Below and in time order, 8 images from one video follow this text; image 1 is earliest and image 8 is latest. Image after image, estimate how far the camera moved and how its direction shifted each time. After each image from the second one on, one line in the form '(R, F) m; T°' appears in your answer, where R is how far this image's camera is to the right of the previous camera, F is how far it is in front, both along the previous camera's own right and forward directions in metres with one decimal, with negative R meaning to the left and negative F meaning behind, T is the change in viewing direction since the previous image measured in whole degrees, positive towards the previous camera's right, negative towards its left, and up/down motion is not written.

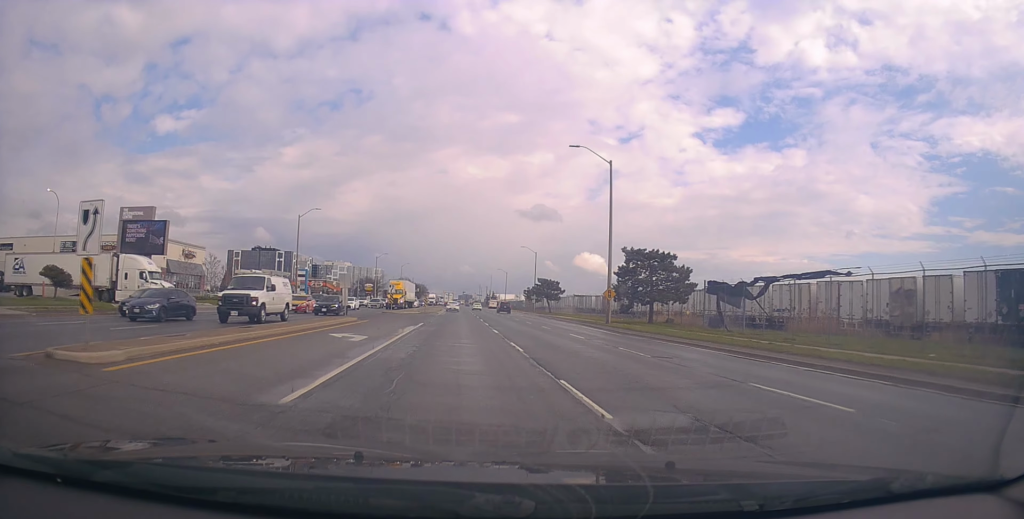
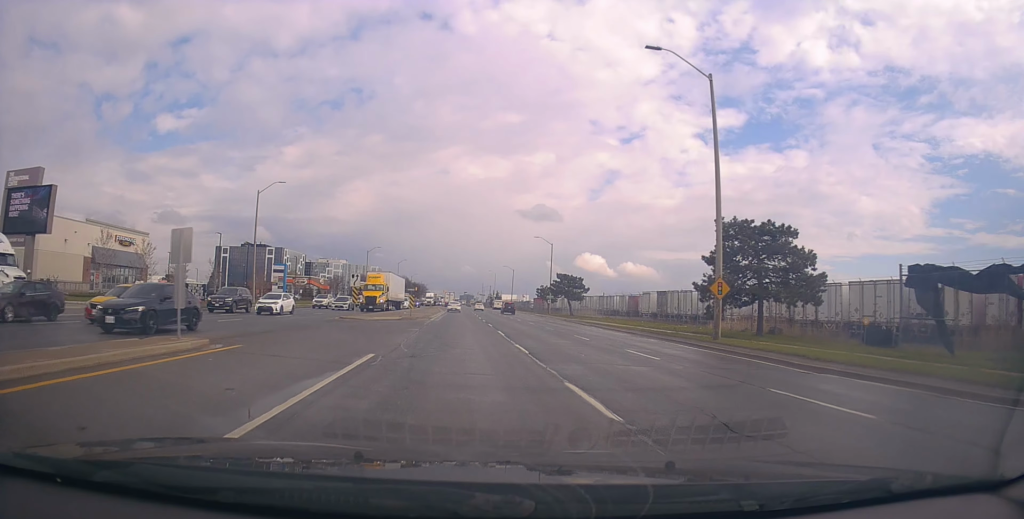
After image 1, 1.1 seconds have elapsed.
(+0.6, +18.8) m; +1°
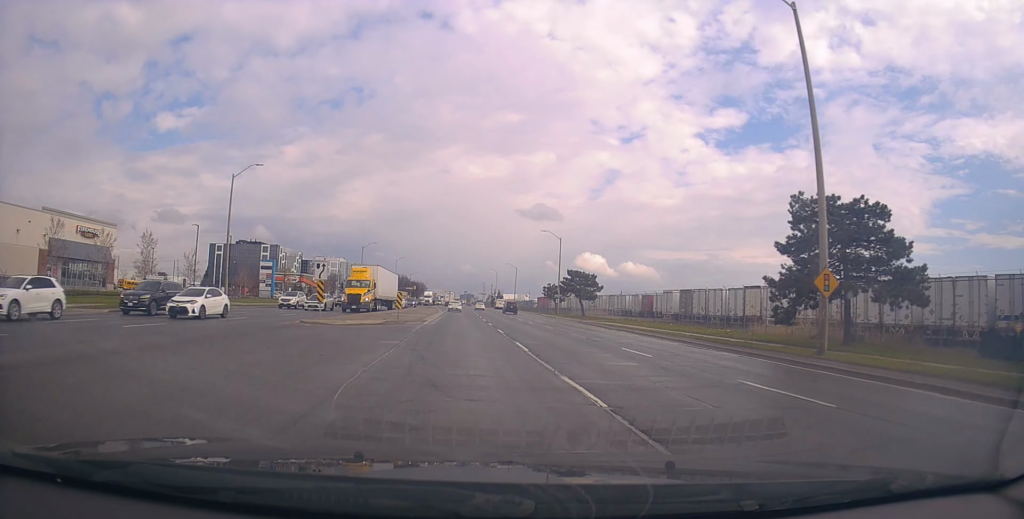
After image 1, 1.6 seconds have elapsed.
(-0.1, +8.5) m; -1°
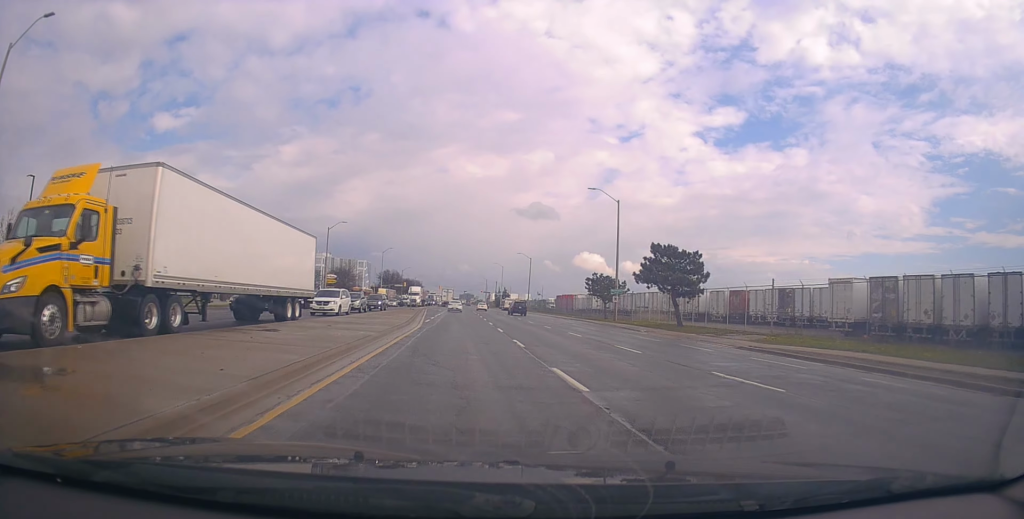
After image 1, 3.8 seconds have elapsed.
(-0.6, +34.7) m; 0°
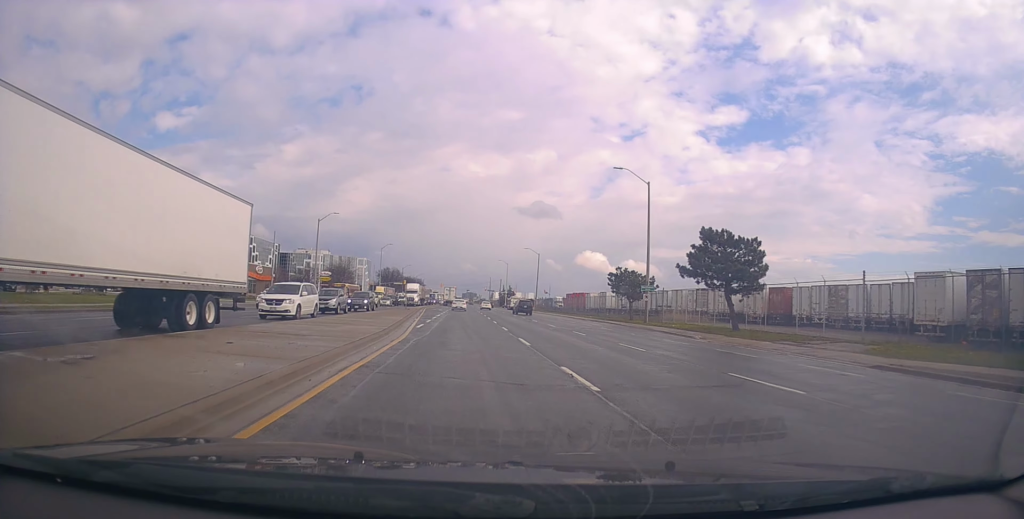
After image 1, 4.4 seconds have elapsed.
(+0.1, +9.3) m; 0°
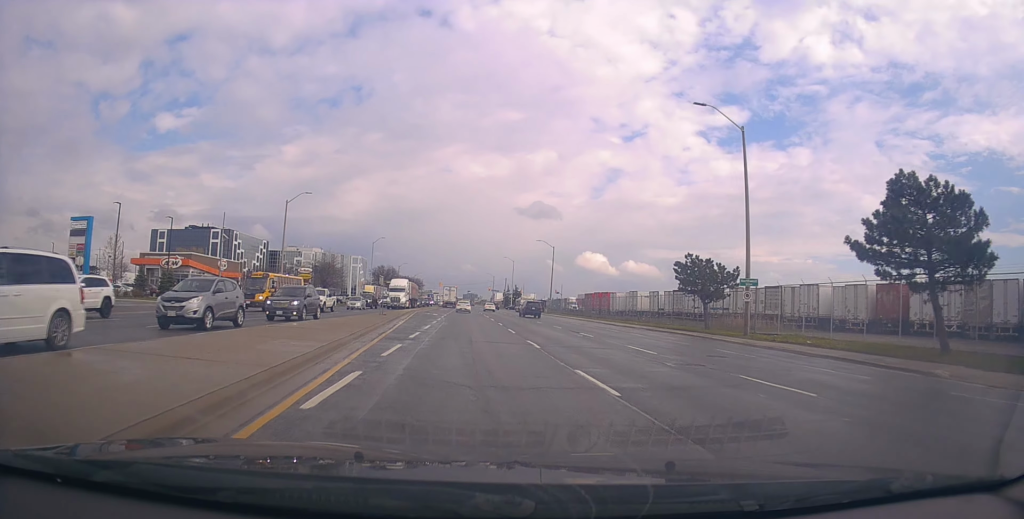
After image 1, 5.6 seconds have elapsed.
(-0.4, +18.0) m; -1°
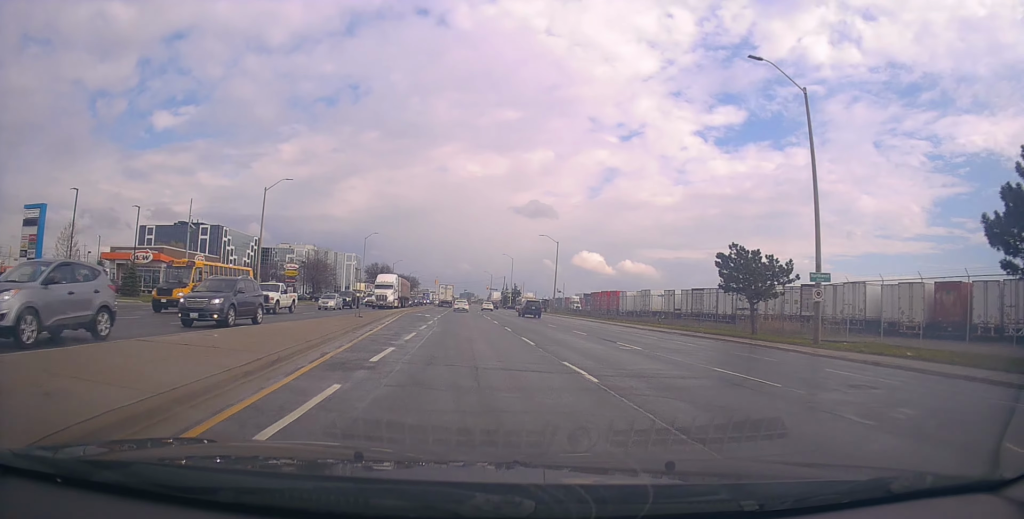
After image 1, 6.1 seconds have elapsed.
(-0.1, +7.5) m; 0°
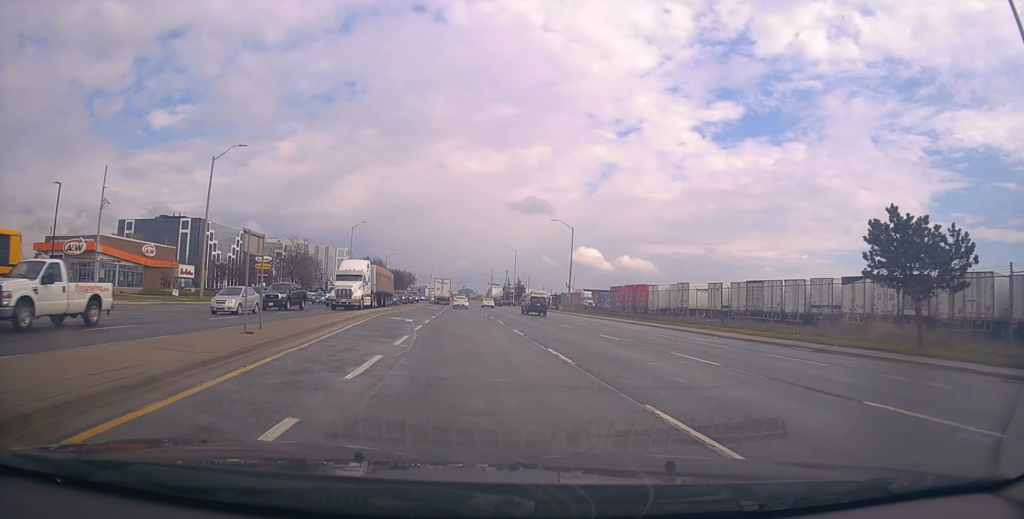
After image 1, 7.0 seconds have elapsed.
(+0.2, +14.3) m; +2°
